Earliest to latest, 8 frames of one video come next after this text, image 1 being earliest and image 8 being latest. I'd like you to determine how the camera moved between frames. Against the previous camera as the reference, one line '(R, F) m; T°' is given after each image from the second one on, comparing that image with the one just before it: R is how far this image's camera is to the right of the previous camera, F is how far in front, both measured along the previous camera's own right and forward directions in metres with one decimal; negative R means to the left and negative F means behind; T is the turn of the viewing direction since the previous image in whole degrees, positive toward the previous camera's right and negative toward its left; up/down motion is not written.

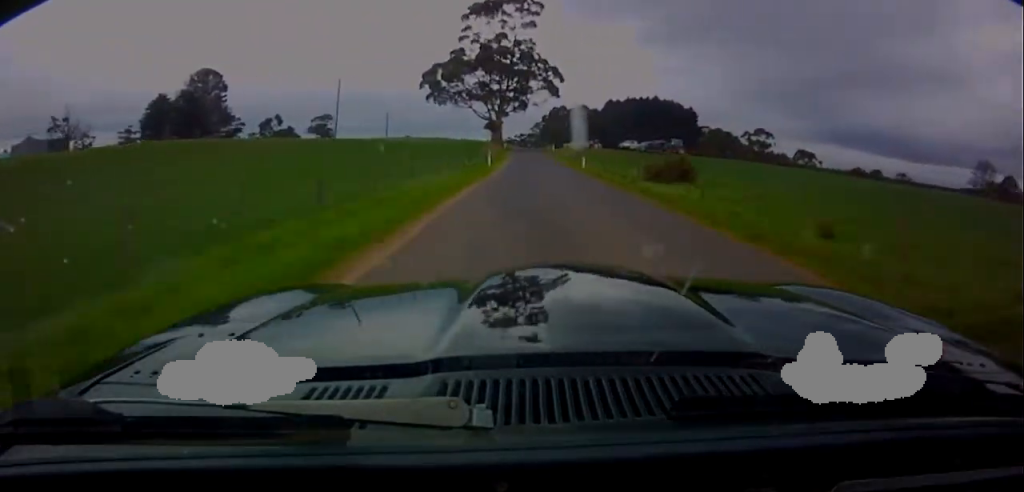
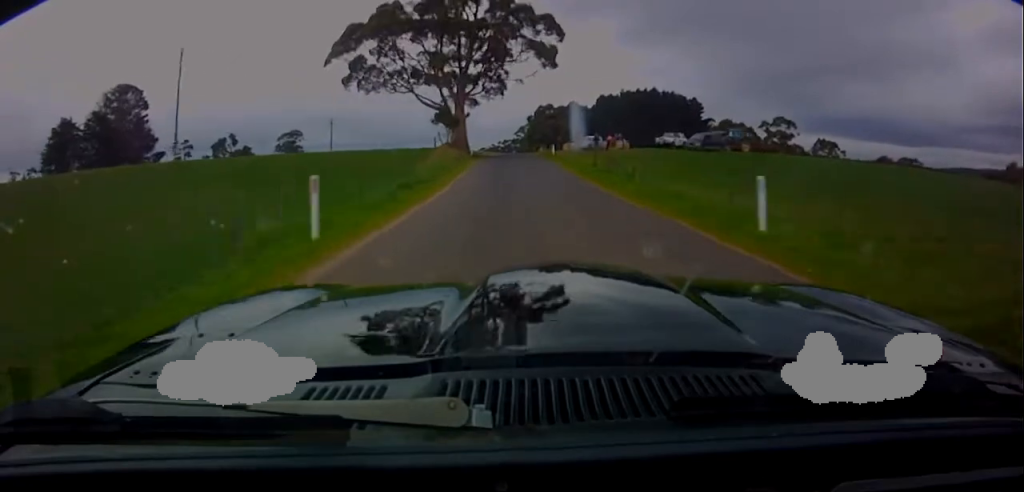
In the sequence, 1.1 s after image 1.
(+2.3, +39.1) m; +3°
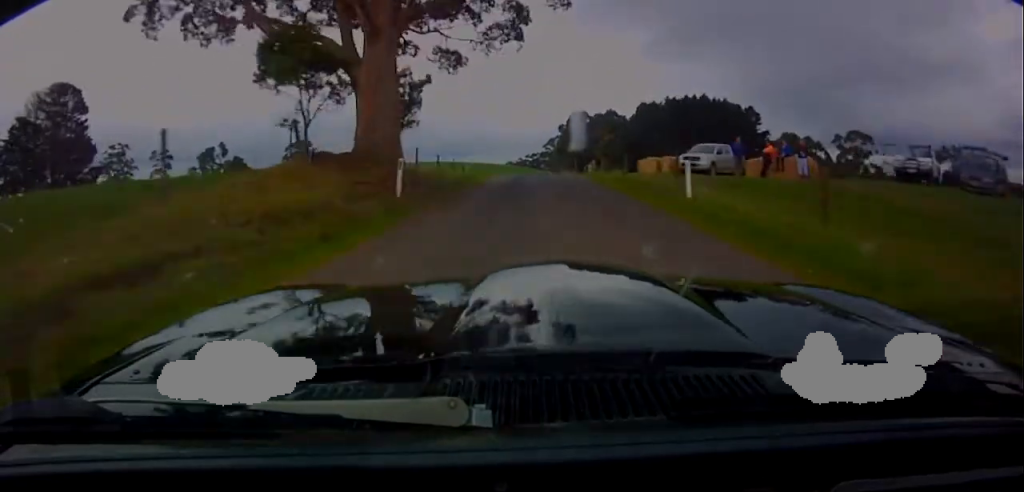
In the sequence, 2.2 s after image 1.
(-0.7, +40.0) m; -1°
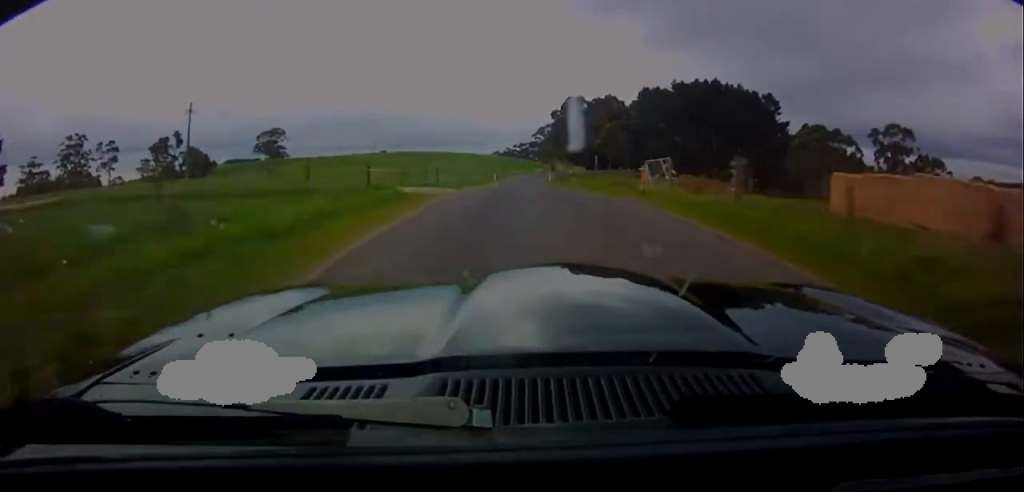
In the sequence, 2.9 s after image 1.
(-0.2, +30.2) m; -1°
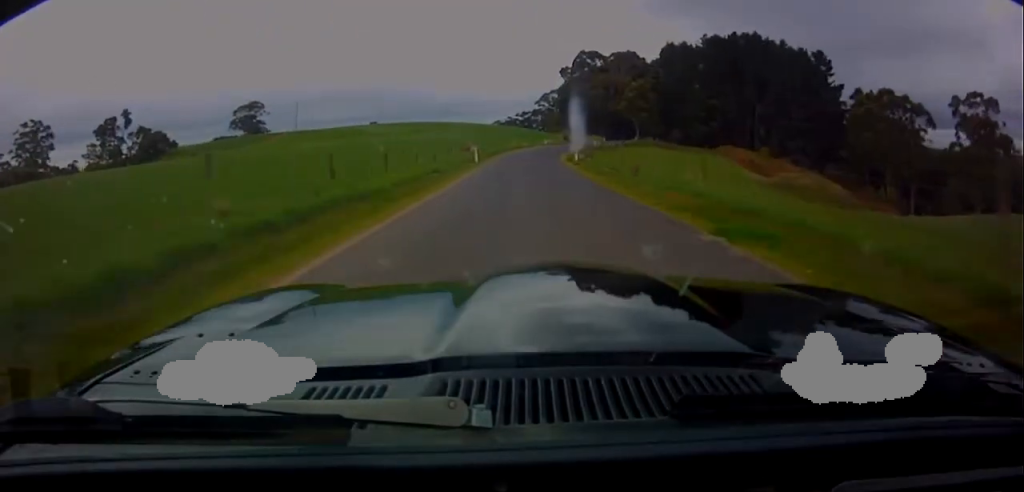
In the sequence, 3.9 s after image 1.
(-0.3, +36.8) m; +1°
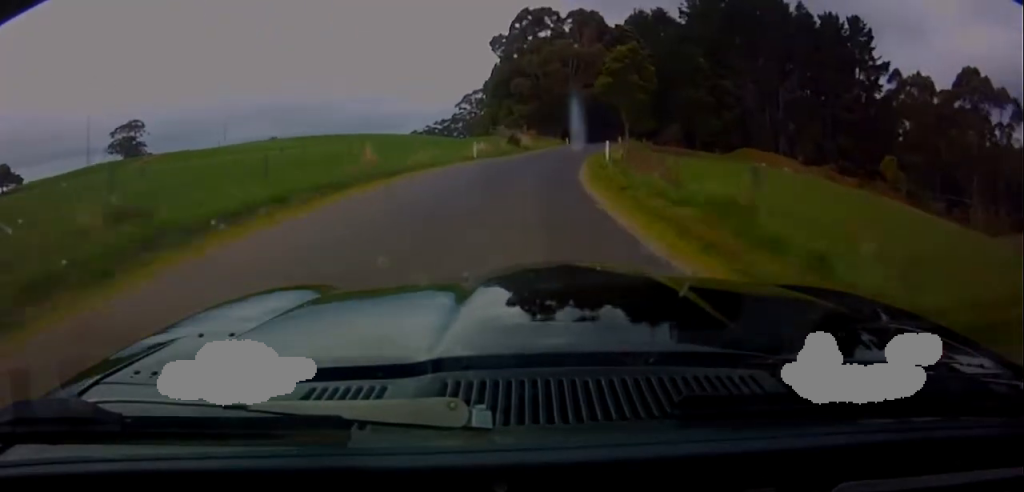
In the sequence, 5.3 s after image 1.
(+2.6, +54.0) m; +8°
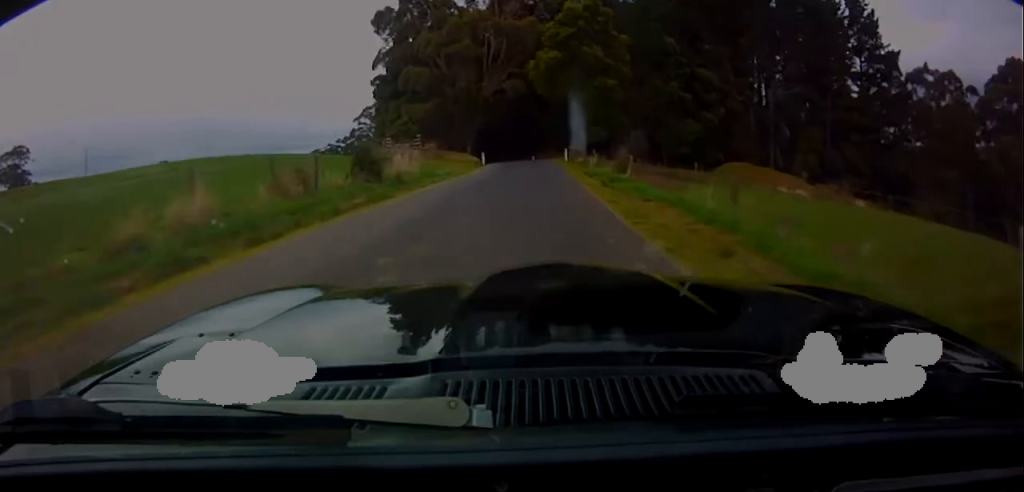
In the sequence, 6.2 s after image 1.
(+2.1, +30.1) m; +3°
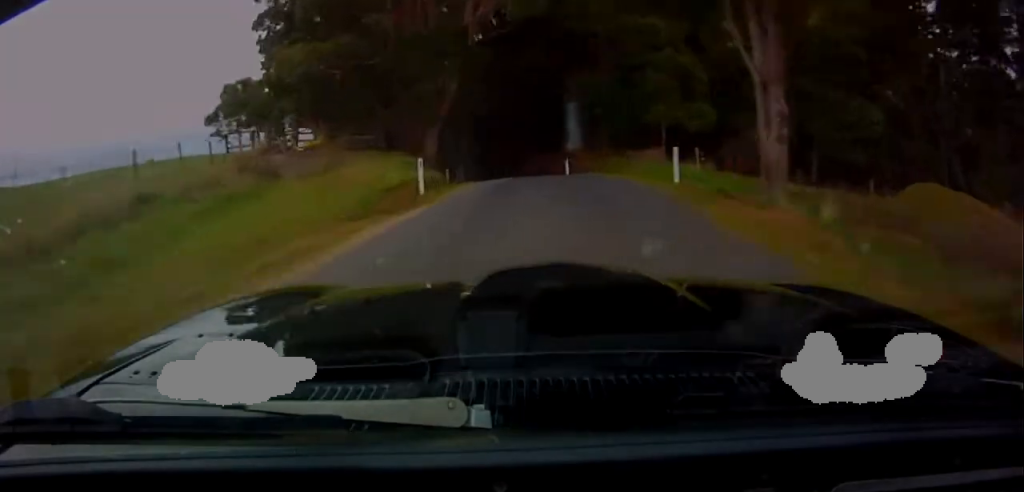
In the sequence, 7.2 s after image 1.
(-0.4, +34.3) m; -5°
